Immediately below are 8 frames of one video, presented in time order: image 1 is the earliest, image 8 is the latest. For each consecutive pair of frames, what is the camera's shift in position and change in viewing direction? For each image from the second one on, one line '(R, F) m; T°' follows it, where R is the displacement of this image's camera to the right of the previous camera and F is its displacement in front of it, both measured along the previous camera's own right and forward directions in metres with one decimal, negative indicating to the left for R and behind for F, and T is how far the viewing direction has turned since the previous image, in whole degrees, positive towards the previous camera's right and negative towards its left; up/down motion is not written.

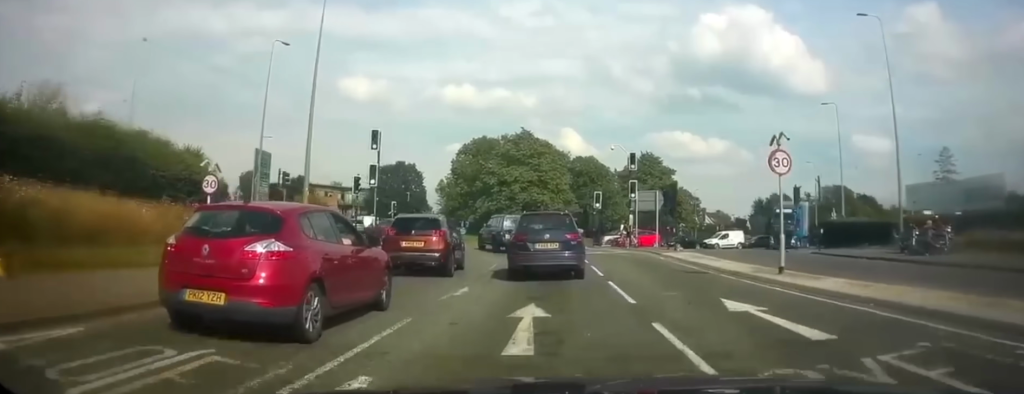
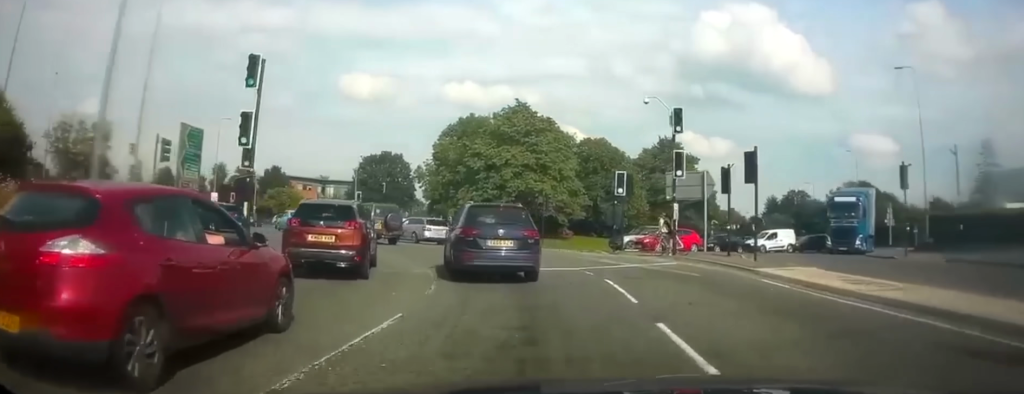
(-0.1, +13.0) m; -1°
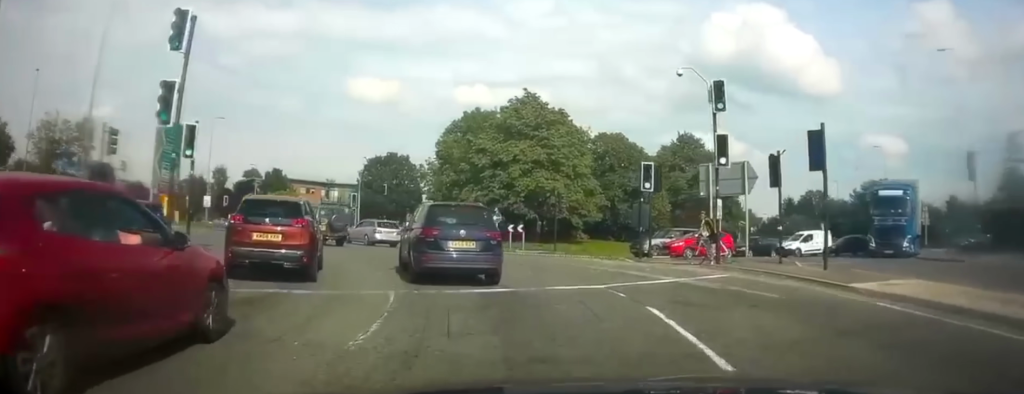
(+0.1, +4.9) m; -2°
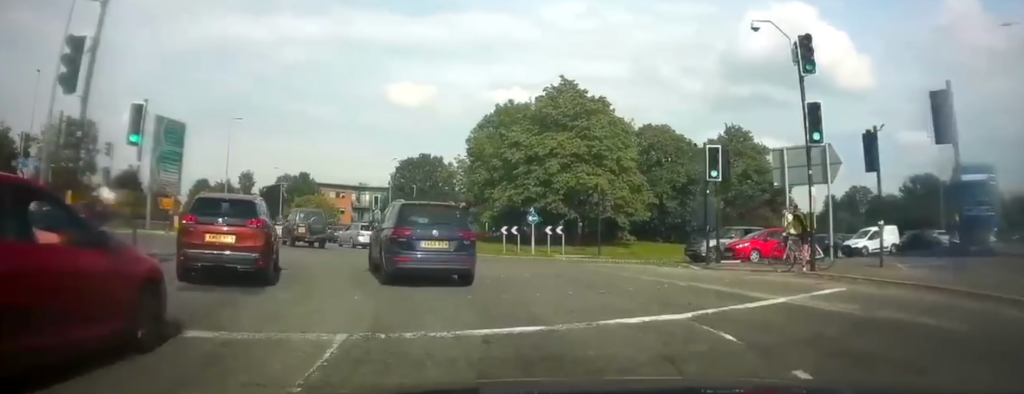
(-0.2, +4.8) m; -3°
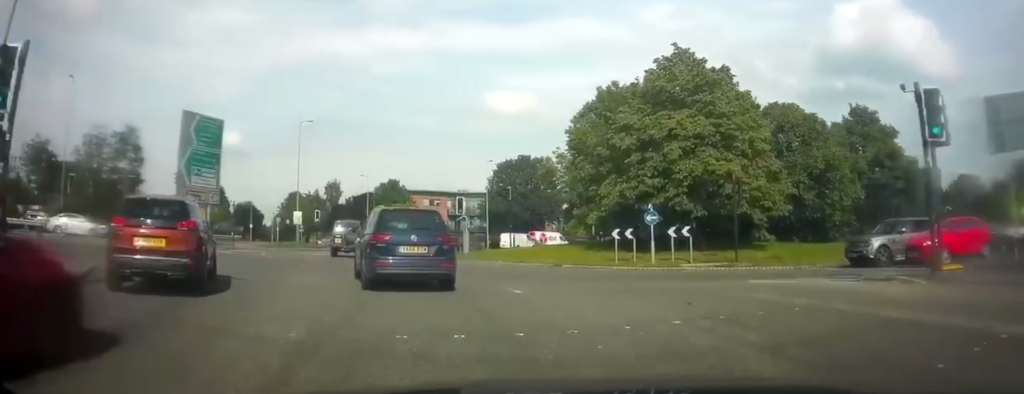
(-0.4, +7.7) m; -5°
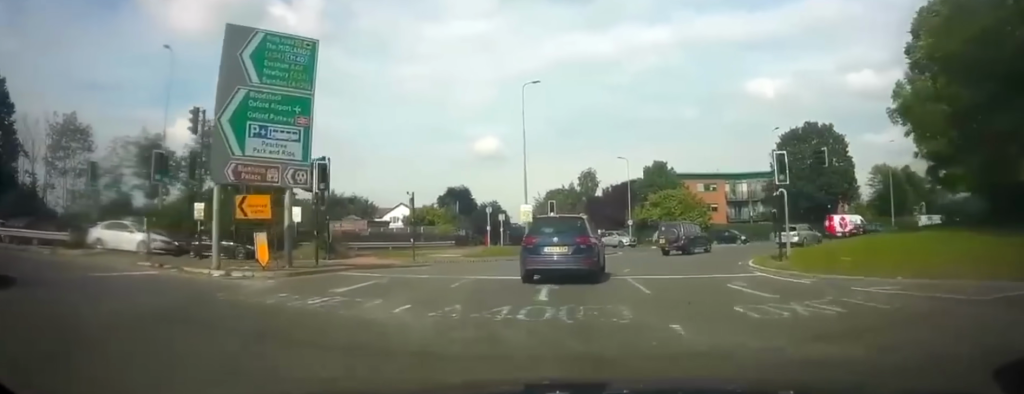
(-1.2, +17.0) m; -13°
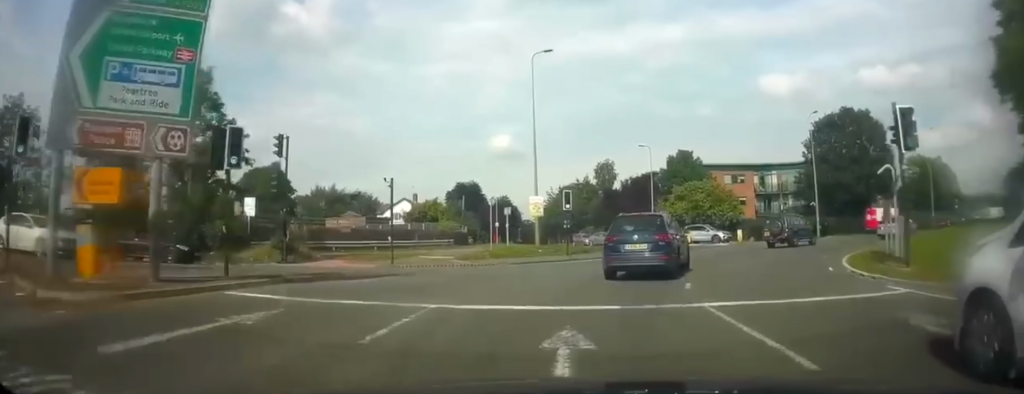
(-0.6, +6.3) m; -6°
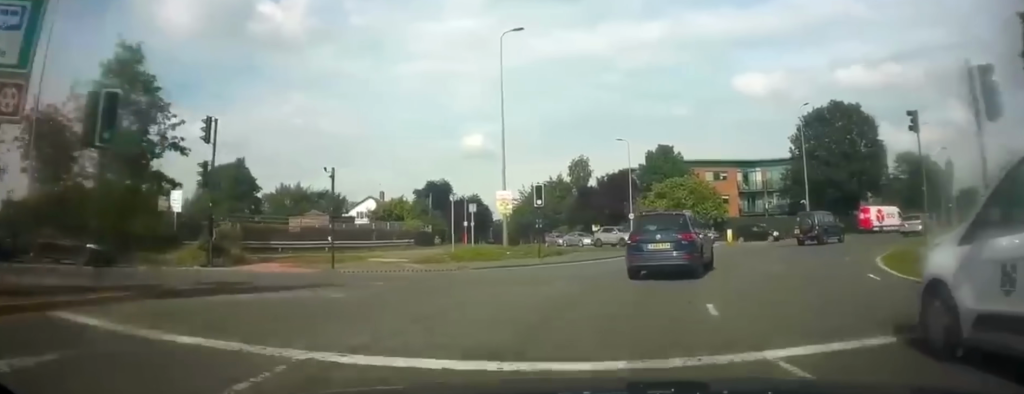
(-0.2, +3.3) m; -3°
